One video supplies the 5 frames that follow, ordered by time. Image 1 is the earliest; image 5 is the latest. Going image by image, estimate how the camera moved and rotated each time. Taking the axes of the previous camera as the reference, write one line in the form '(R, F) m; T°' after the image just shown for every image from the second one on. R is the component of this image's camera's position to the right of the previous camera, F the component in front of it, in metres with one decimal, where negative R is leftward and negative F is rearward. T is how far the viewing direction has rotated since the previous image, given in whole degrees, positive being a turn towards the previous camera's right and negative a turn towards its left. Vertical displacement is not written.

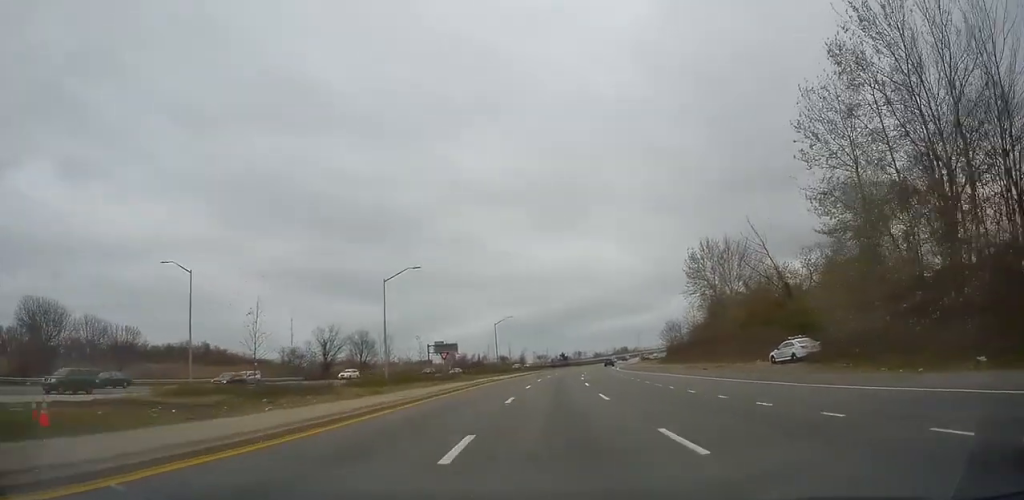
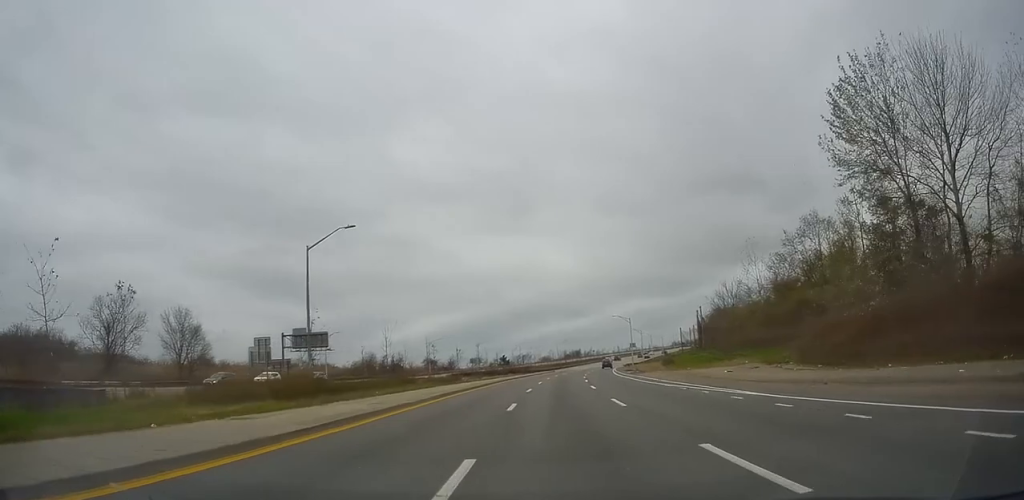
(+3.1, +64.4) m; +7°
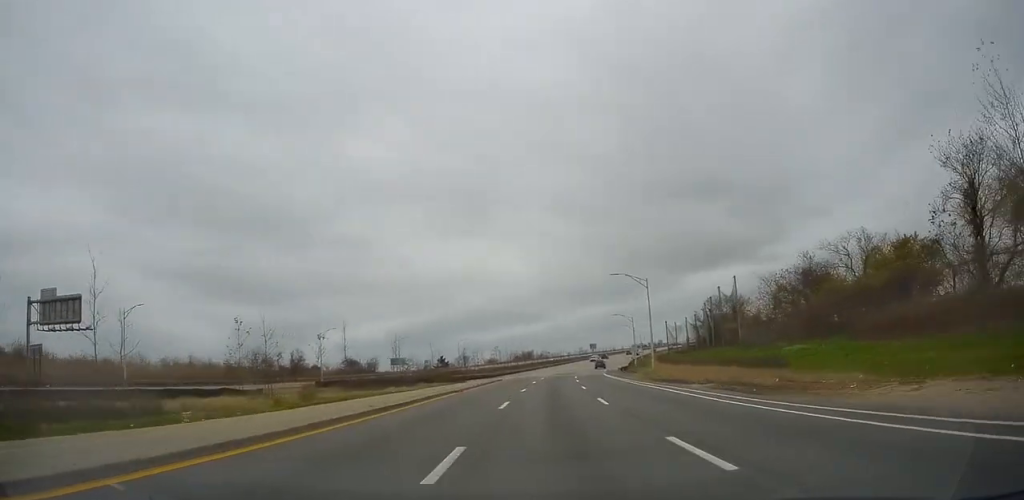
(+1.3, +47.1) m; +3°
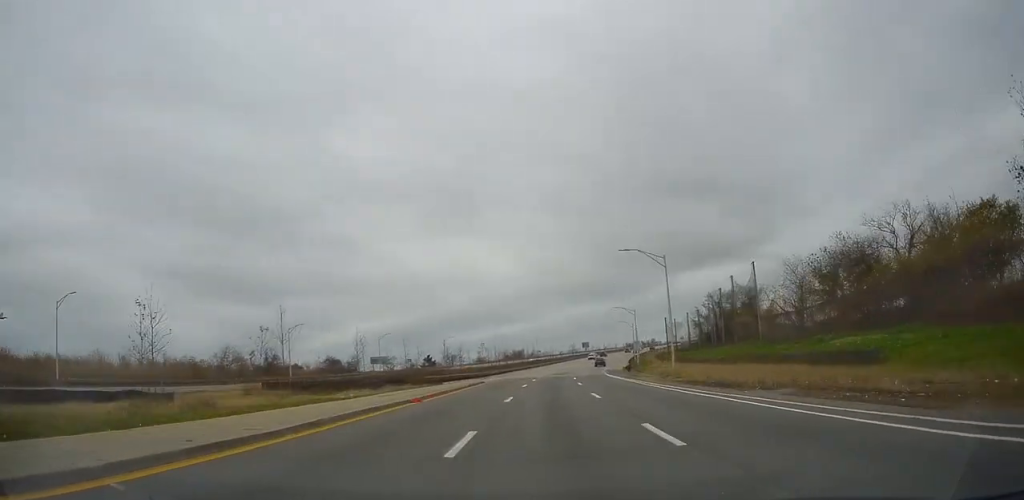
(0.0, +9.9) m; +1°
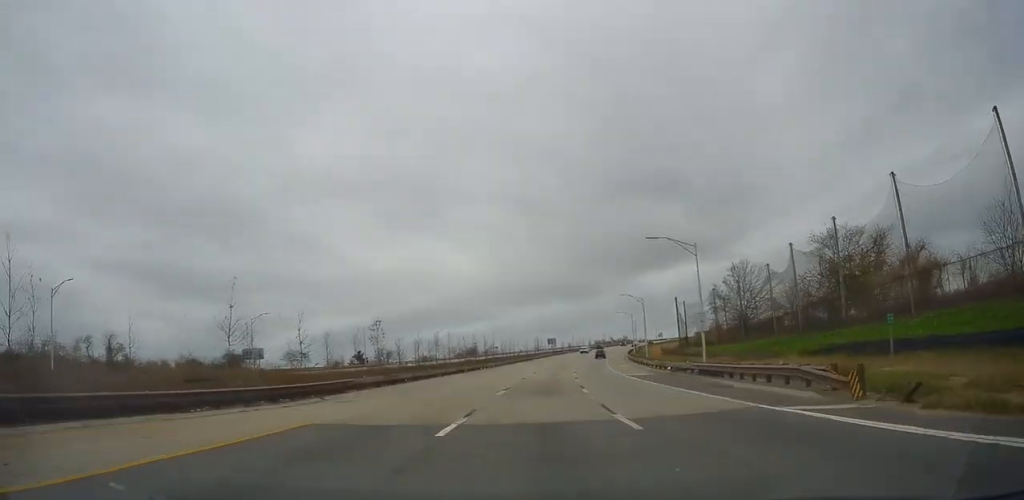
(+2.2, +44.9) m; +5°
